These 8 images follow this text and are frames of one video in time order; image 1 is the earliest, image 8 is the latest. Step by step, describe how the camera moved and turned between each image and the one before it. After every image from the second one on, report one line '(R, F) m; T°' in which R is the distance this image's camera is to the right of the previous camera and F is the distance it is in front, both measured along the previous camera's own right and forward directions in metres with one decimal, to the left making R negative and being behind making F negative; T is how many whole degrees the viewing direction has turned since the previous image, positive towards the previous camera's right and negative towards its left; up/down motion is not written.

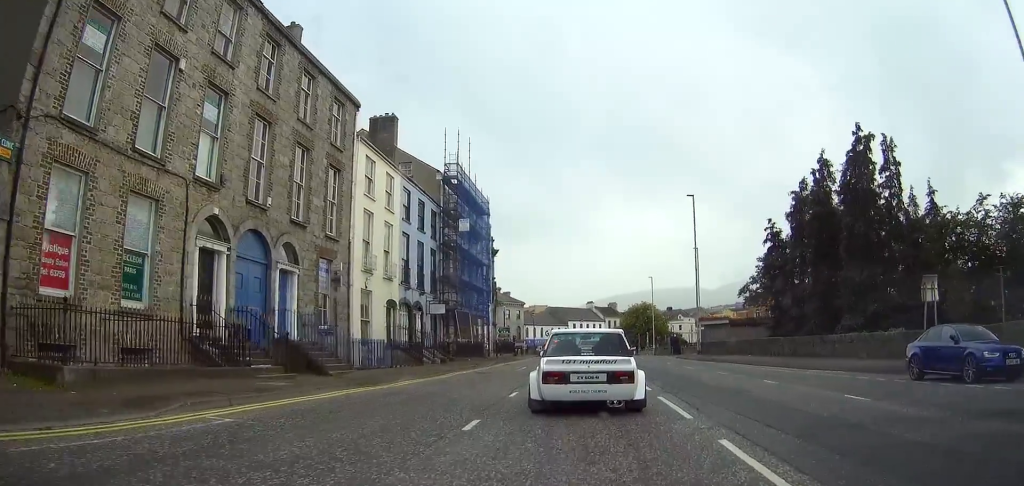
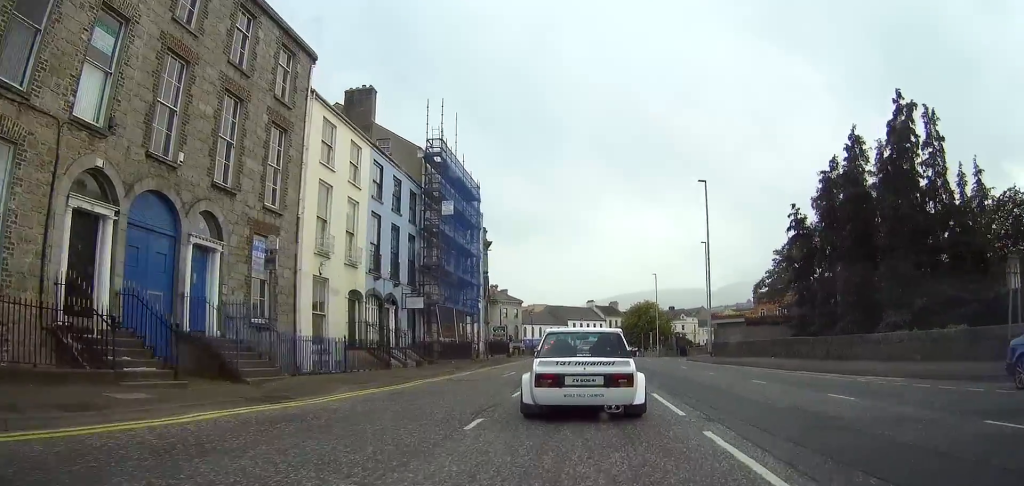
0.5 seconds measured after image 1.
(0.0, +4.9) m; 0°
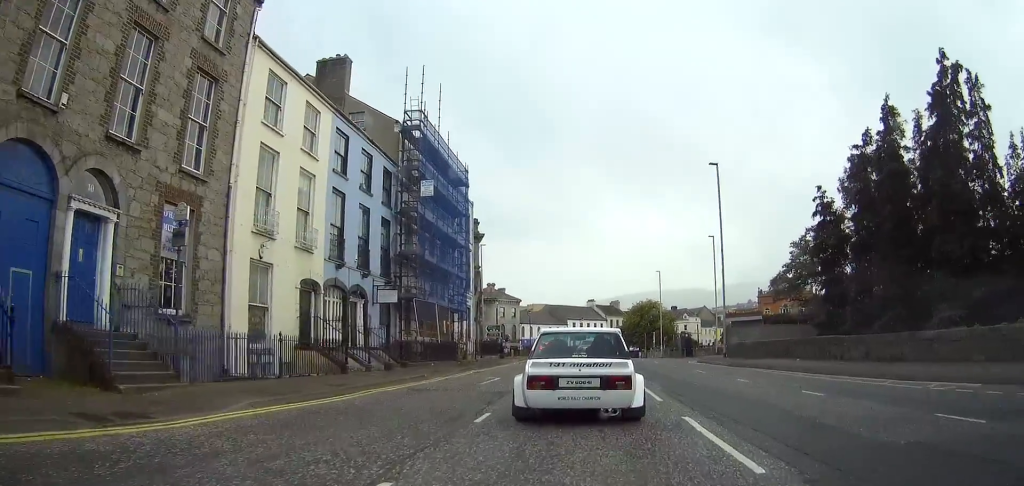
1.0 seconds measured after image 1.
(-0.1, +4.3) m; +1°
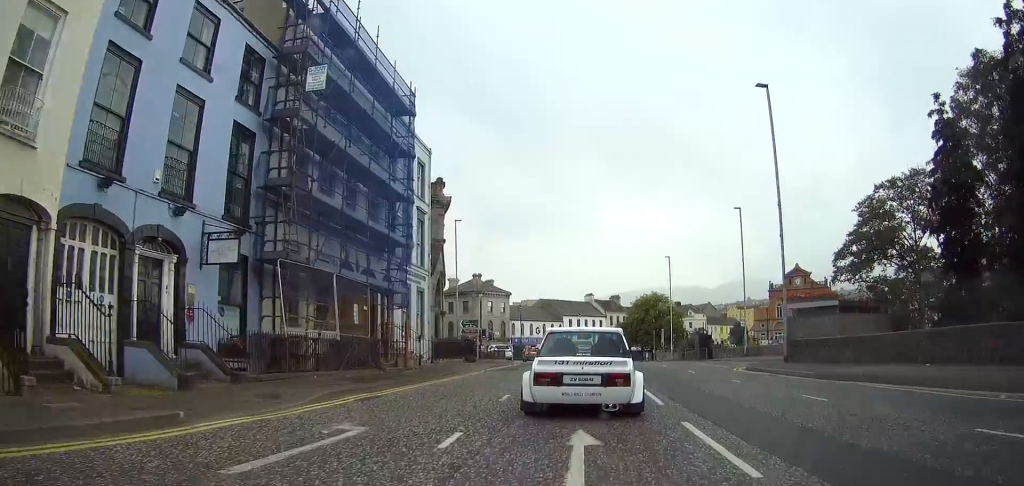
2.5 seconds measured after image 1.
(+0.4, +12.8) m; +2°
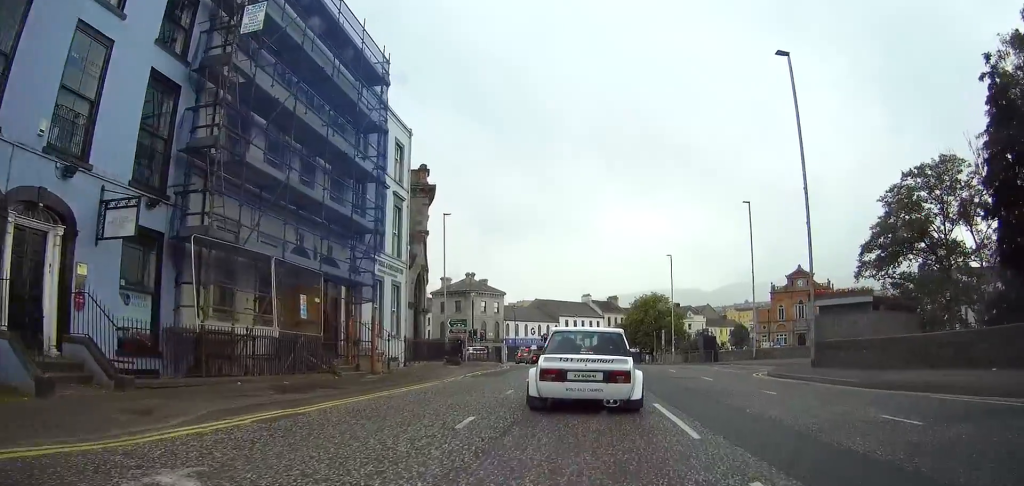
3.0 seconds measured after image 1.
(-0.1, +3.9) m; 0°
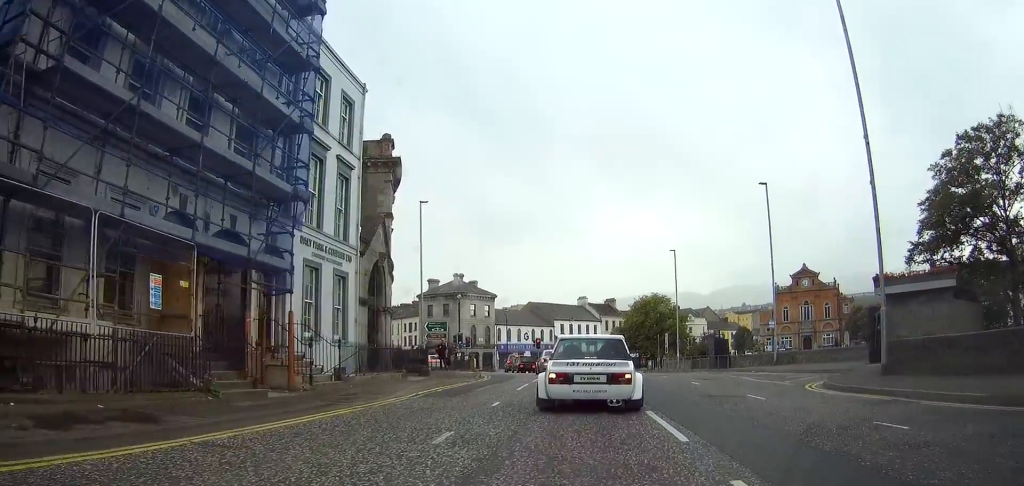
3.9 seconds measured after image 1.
(0.0, +6.4) m; 0°
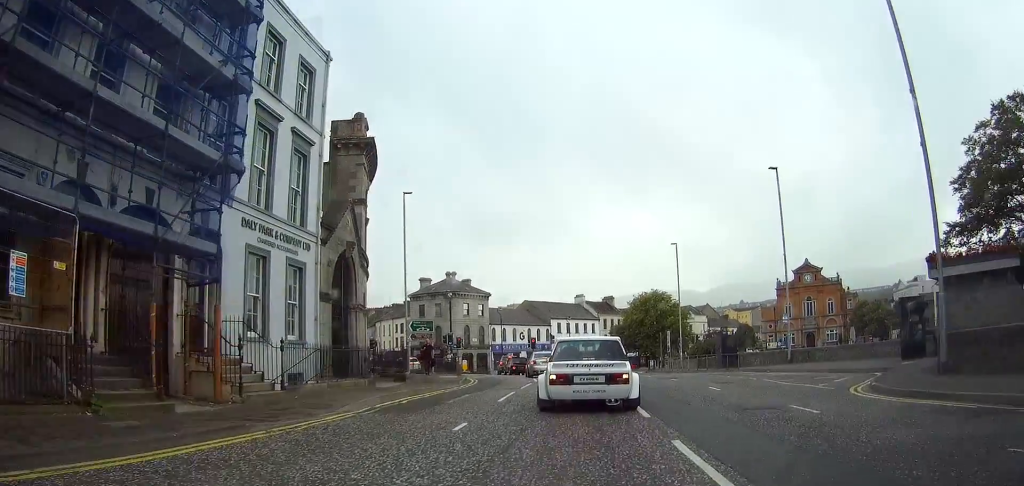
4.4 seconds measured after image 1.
(0.0, +3.6) m; 0°
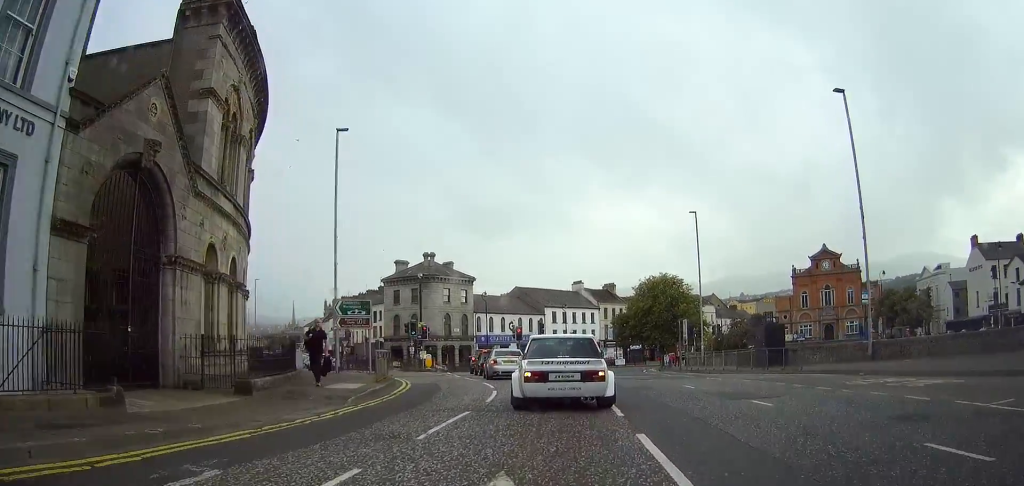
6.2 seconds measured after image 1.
(-0.2, +12.4) m; 0°
